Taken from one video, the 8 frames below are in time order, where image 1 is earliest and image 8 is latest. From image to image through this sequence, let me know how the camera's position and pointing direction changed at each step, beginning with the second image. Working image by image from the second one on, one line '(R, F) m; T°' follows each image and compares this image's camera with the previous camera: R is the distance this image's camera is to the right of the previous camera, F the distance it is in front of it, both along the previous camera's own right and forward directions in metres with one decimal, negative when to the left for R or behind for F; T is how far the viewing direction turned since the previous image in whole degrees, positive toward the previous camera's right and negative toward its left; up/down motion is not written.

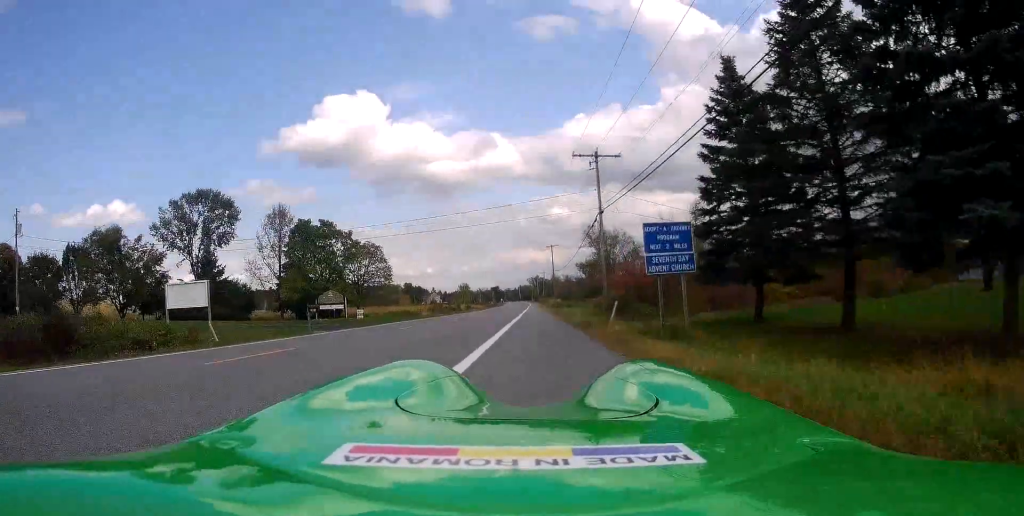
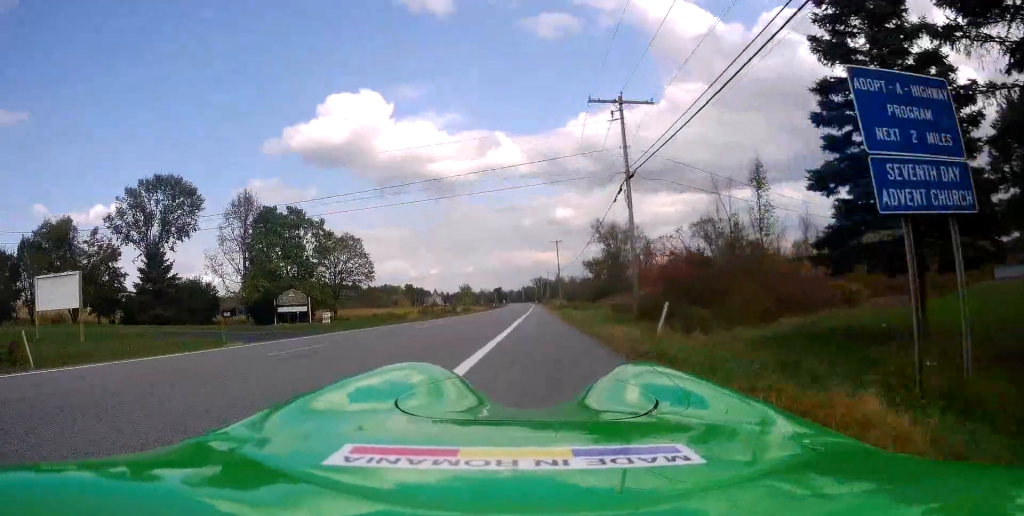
(-0.1, +9.5) m; 0°
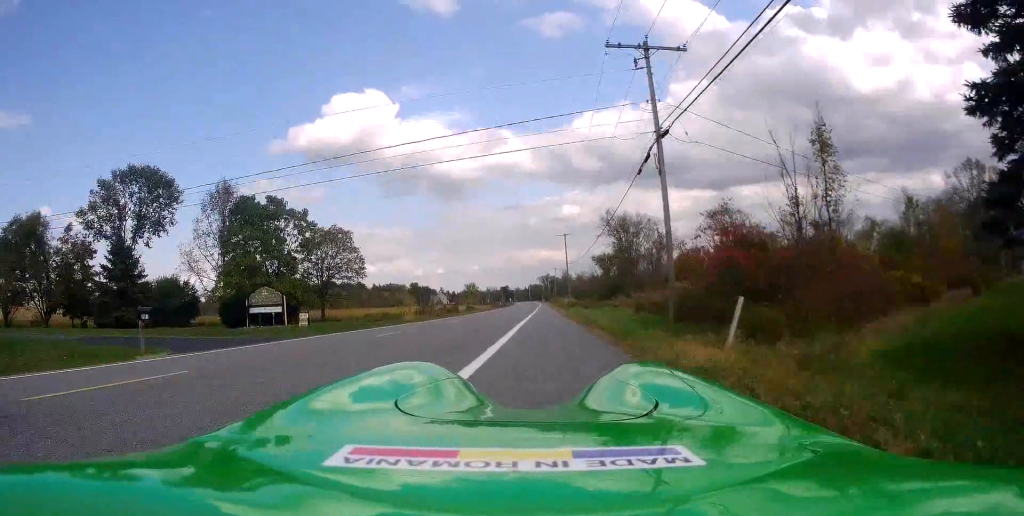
(-0.2, +6.2) m; 0°
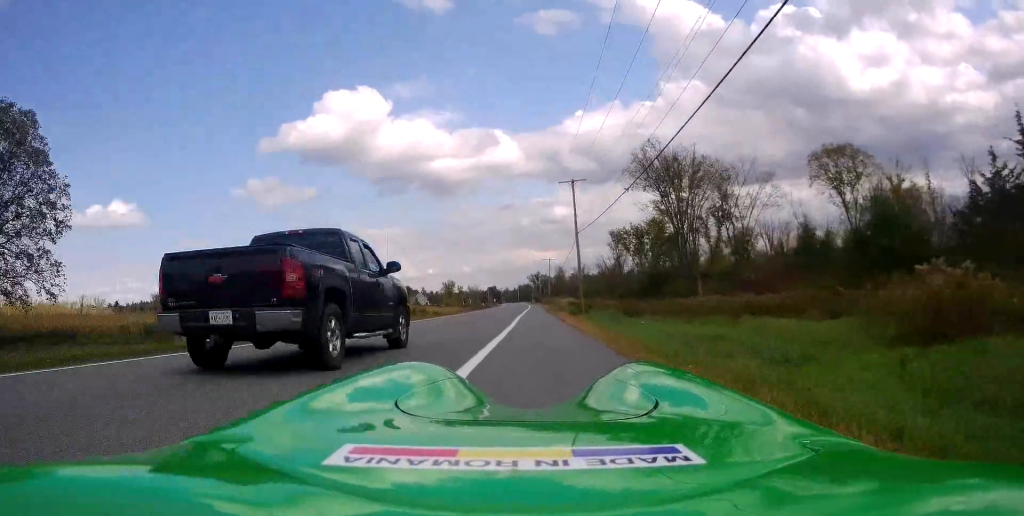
(+1.4, +40.5) m; +1°
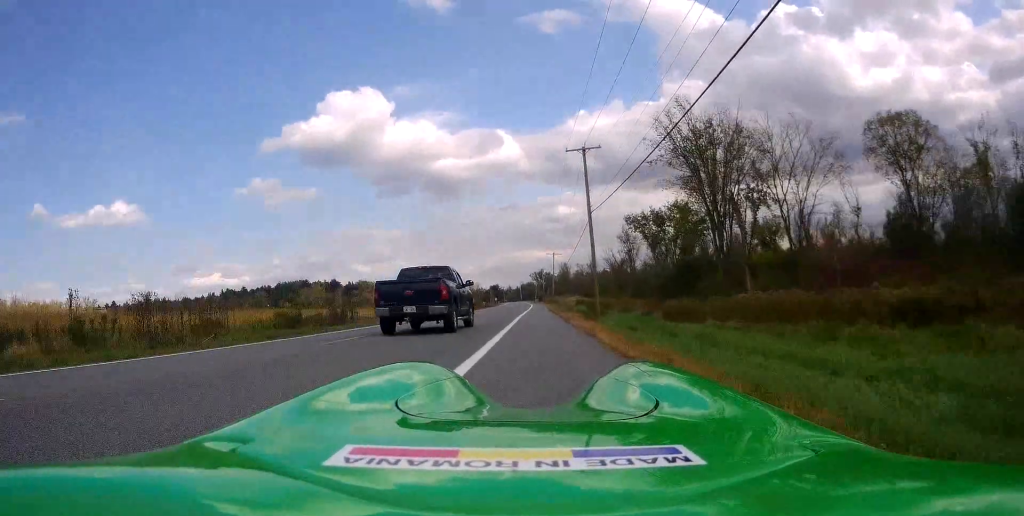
(-0.3, +10.2) m; -1°
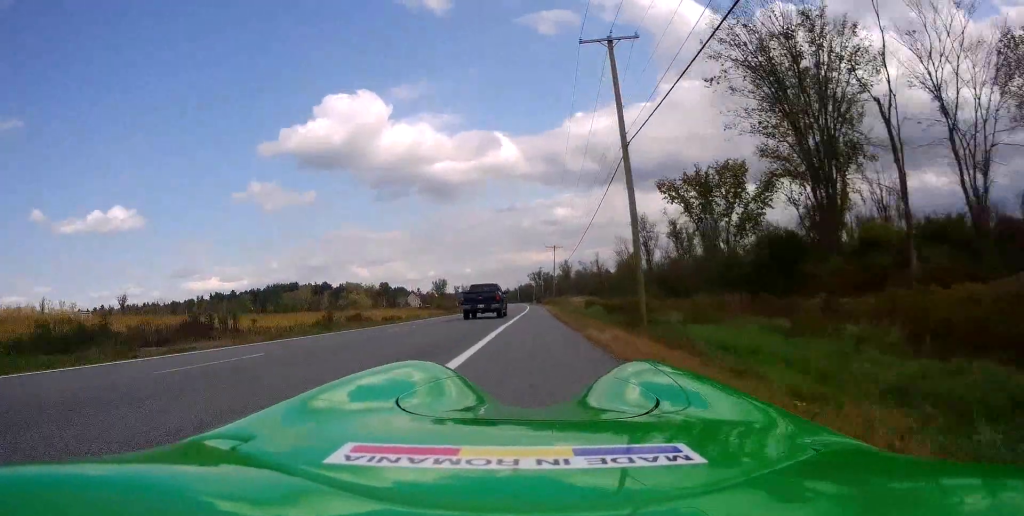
(0.0, +17.6) m; +2°
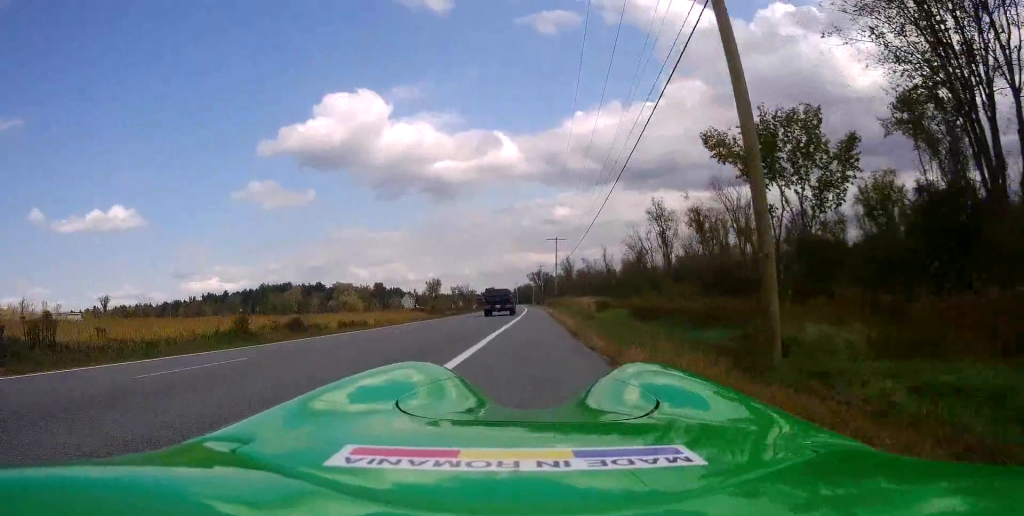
(+0.2, +12.6) m; -2°
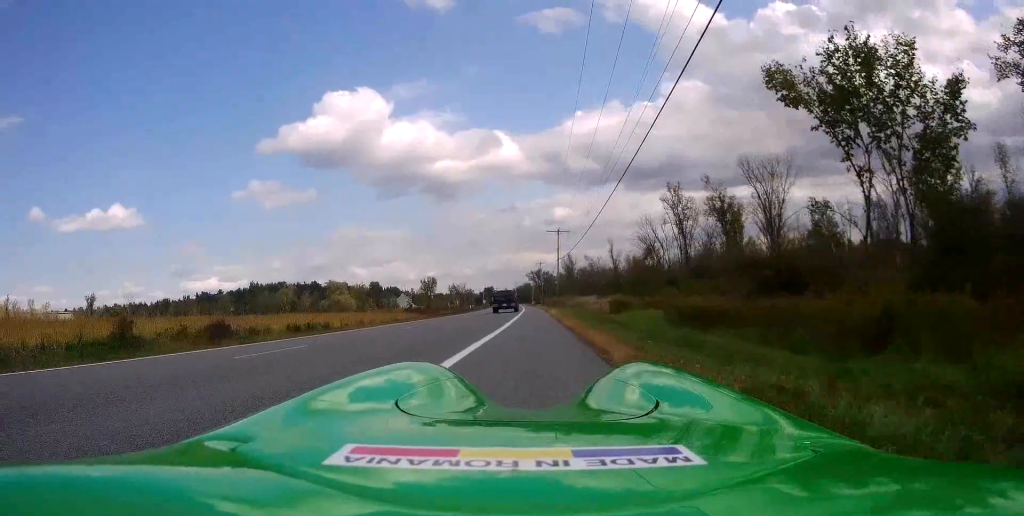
(-0.3, +9.2) m; -1°
